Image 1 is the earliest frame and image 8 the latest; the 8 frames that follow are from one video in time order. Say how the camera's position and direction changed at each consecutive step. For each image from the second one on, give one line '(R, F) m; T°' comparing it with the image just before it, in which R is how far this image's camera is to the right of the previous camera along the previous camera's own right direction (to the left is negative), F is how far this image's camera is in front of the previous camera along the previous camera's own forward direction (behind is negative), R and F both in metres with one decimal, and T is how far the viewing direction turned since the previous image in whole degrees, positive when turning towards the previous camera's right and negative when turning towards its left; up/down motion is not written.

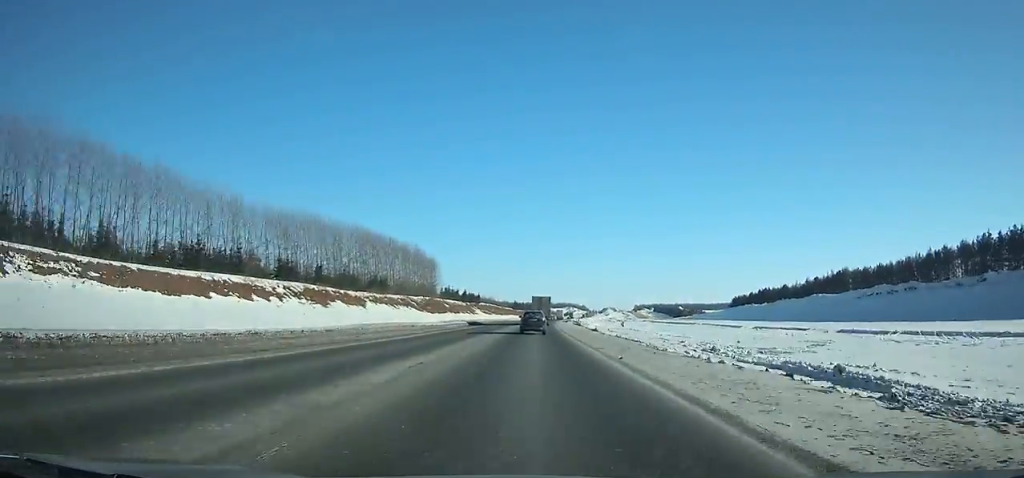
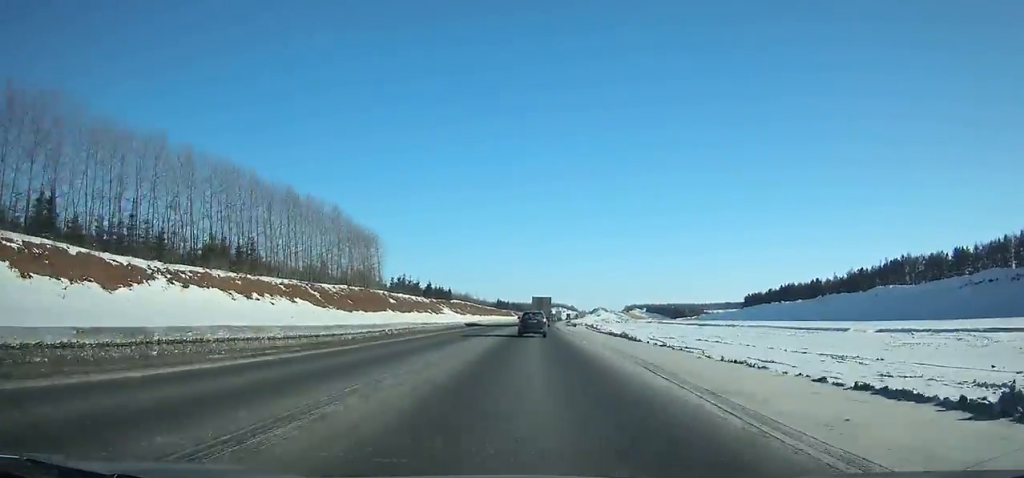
(+0.5, +54.8) m; +1°
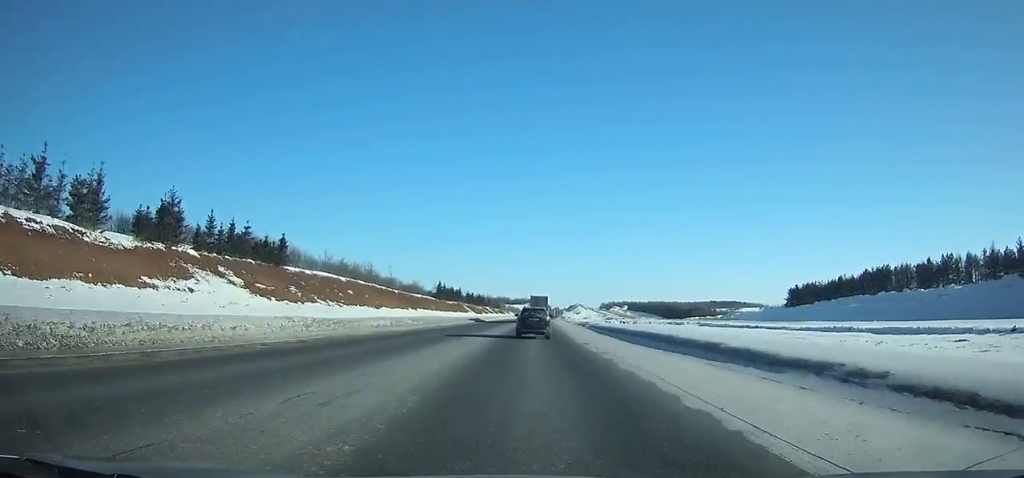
(+3.6, +117.9) m; +3°
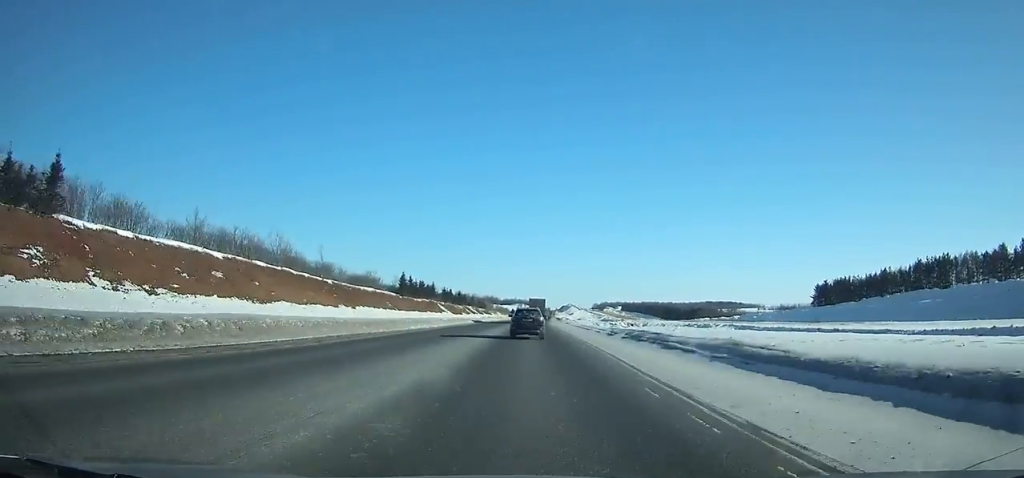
(+0.4, +41.5) m; +1°
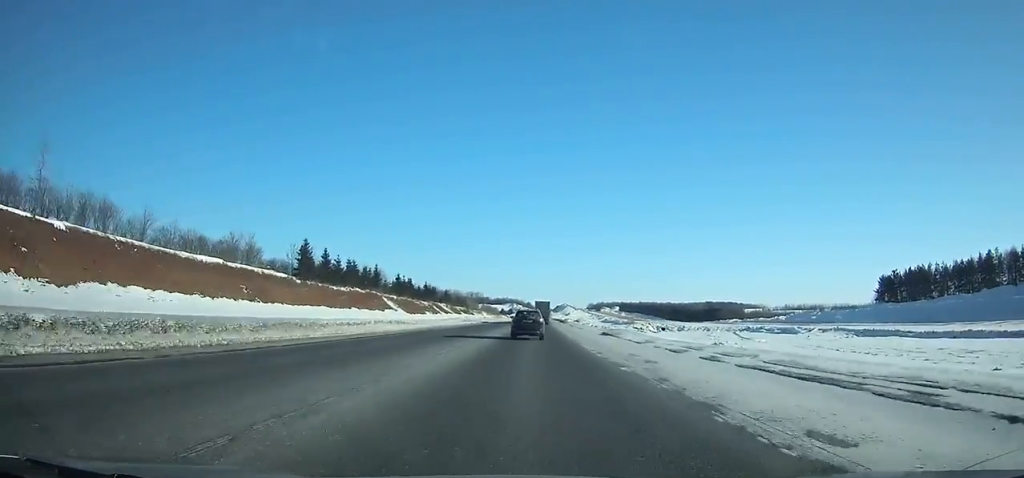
(+0.3, +60.4) m; +1°
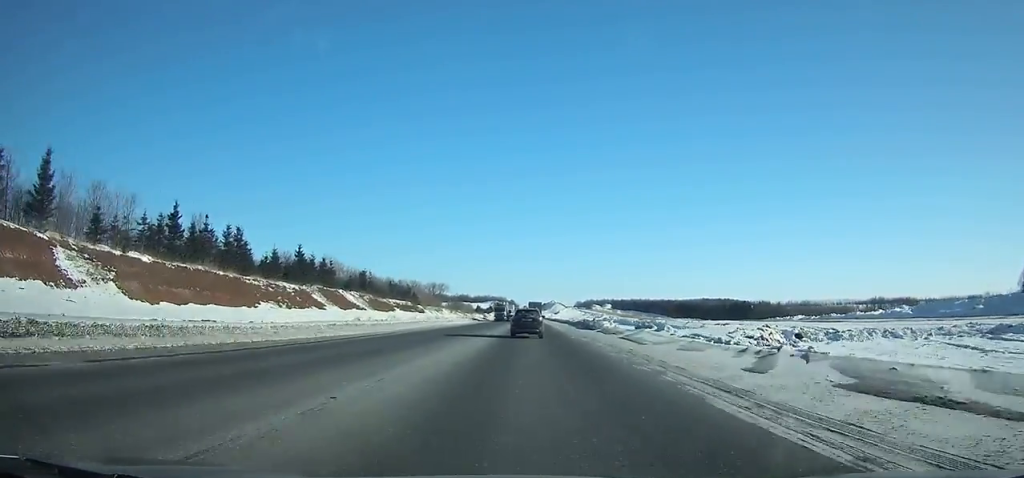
(+1.0, +82.8) m; +1°
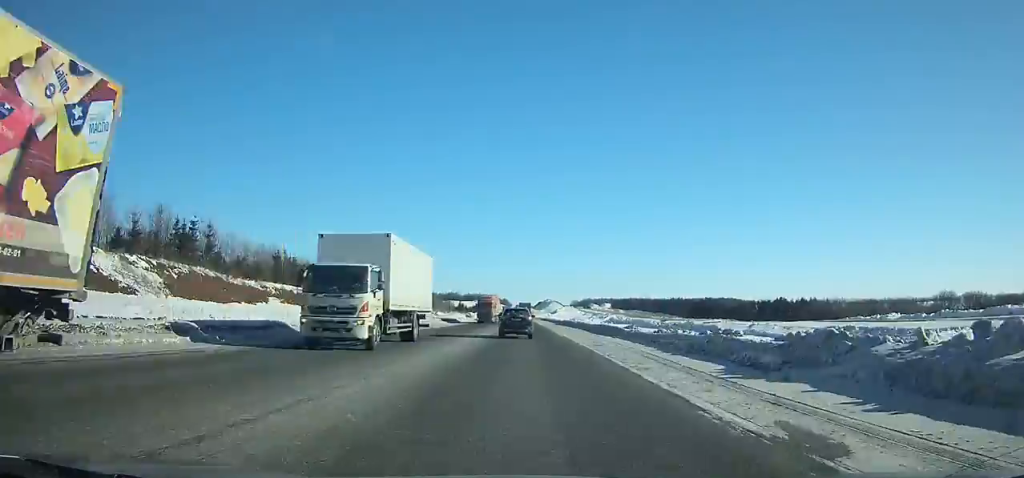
(+0.4, +57.4) m; 0°
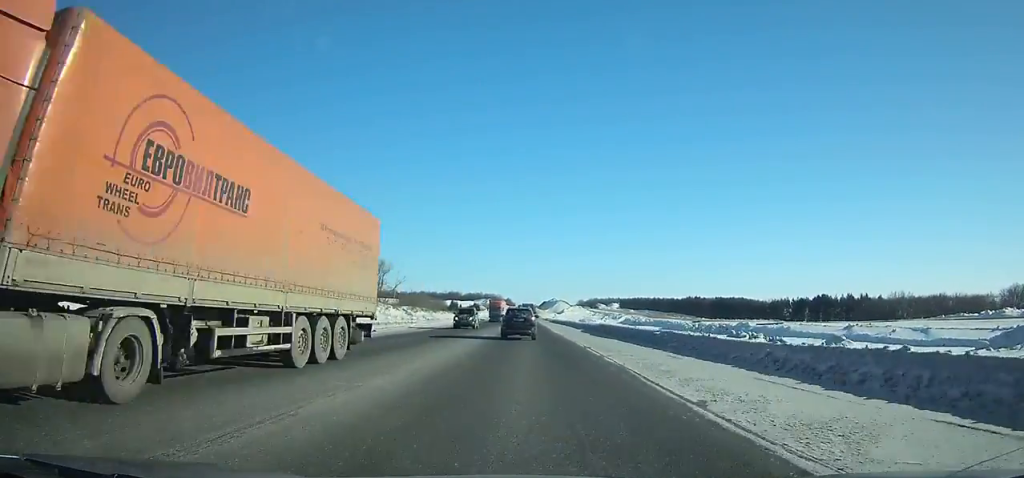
(-0.1, +38.2) m; 0°
